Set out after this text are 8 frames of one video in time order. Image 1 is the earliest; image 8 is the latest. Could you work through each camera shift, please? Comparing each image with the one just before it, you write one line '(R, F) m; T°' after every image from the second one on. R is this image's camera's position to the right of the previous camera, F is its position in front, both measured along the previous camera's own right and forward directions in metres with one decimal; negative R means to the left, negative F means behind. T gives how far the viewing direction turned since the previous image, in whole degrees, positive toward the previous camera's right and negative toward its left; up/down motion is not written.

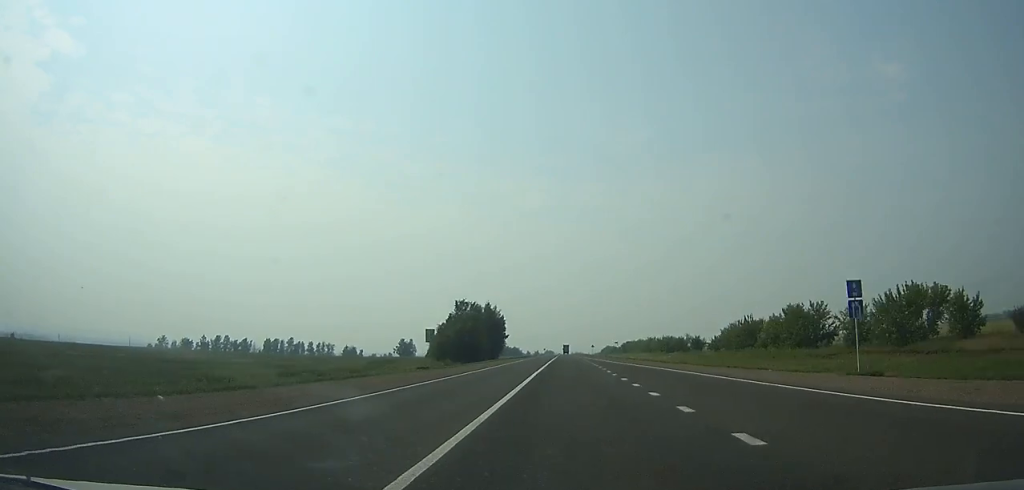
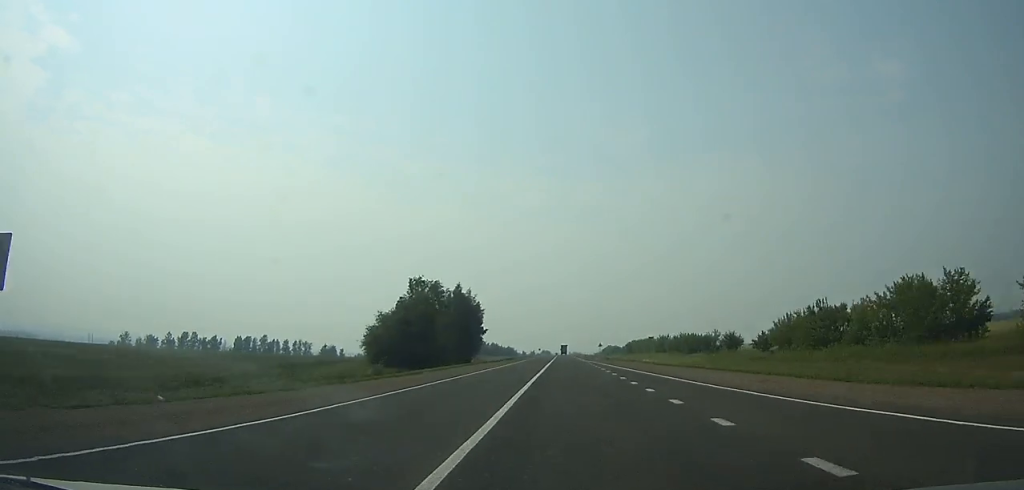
(0.0, +37.9) m; 0°
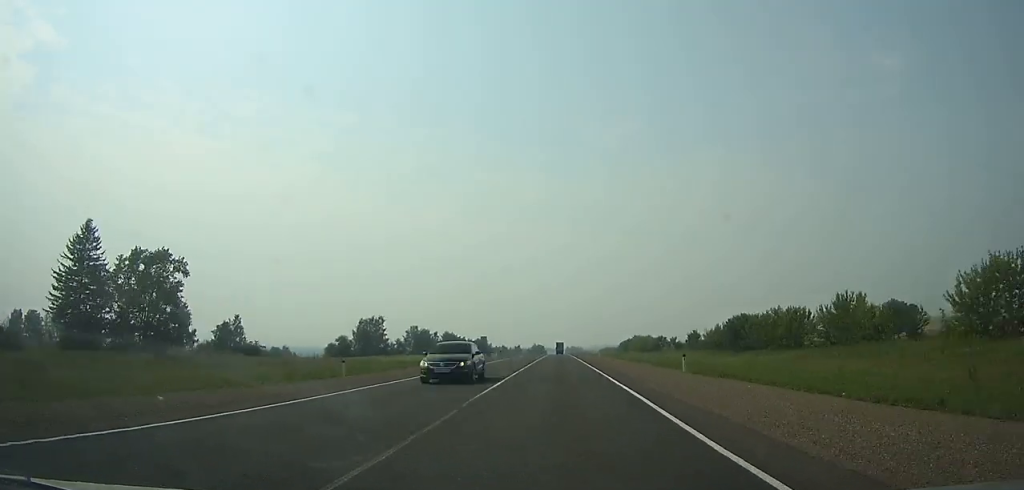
(+0.9, +185.8) m; 0°
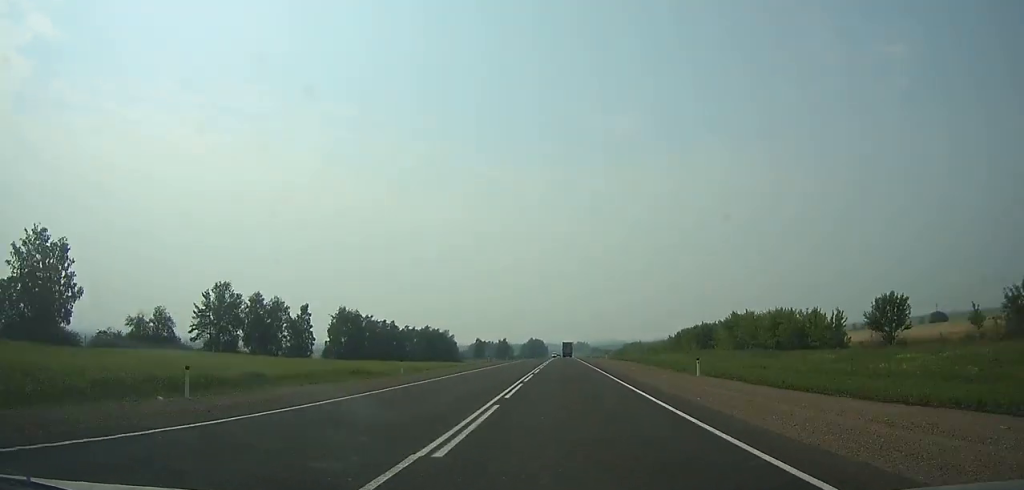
(-0.3, +148.7) m; 0°
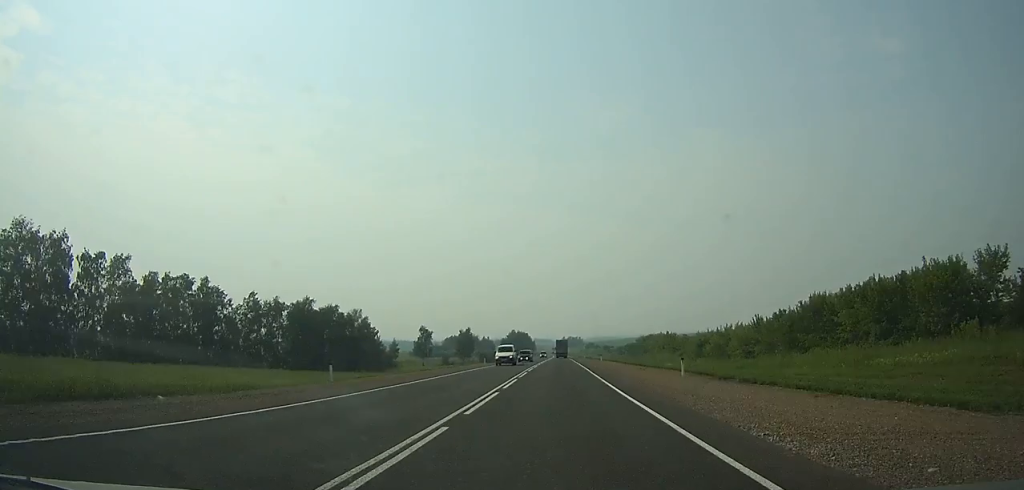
(+0.3, +95.7) m; 0°
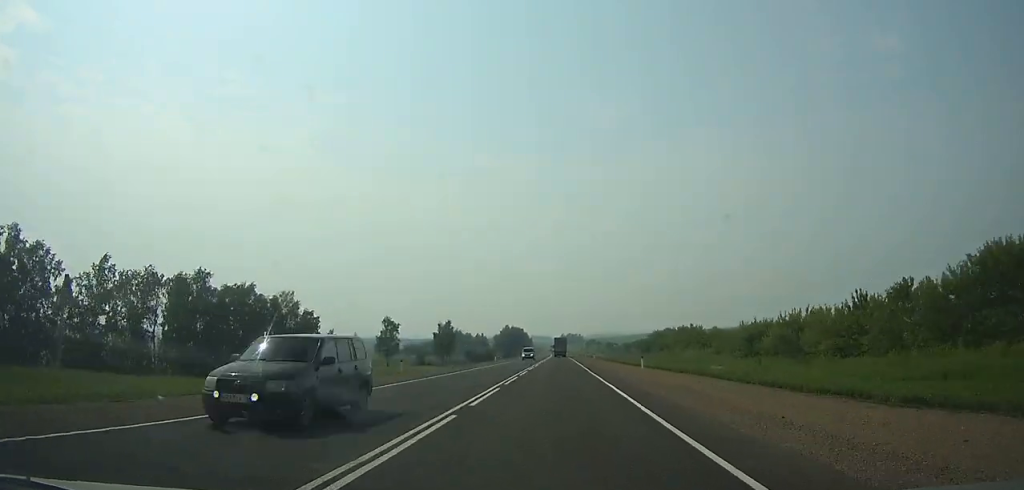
(+0.1, +38.5) m; 0°
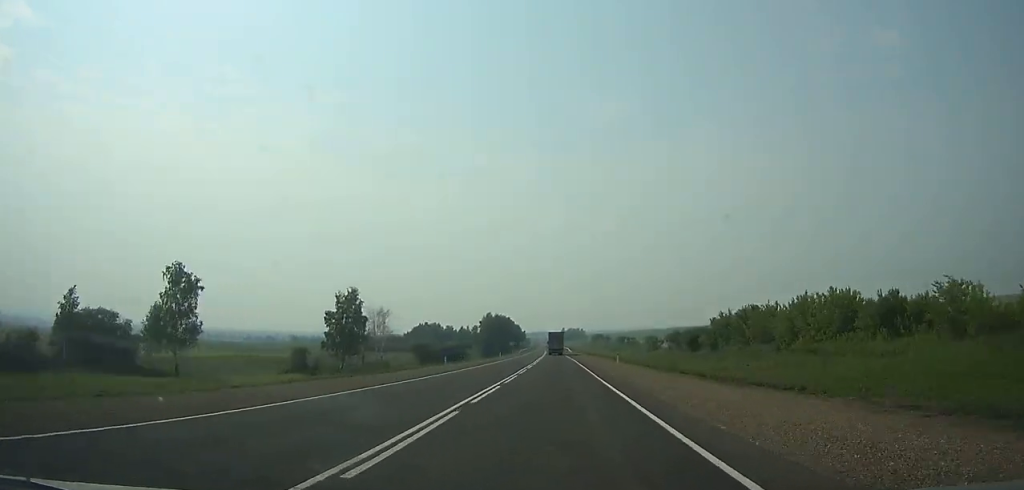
(+0.2, +88.6) m; 0°
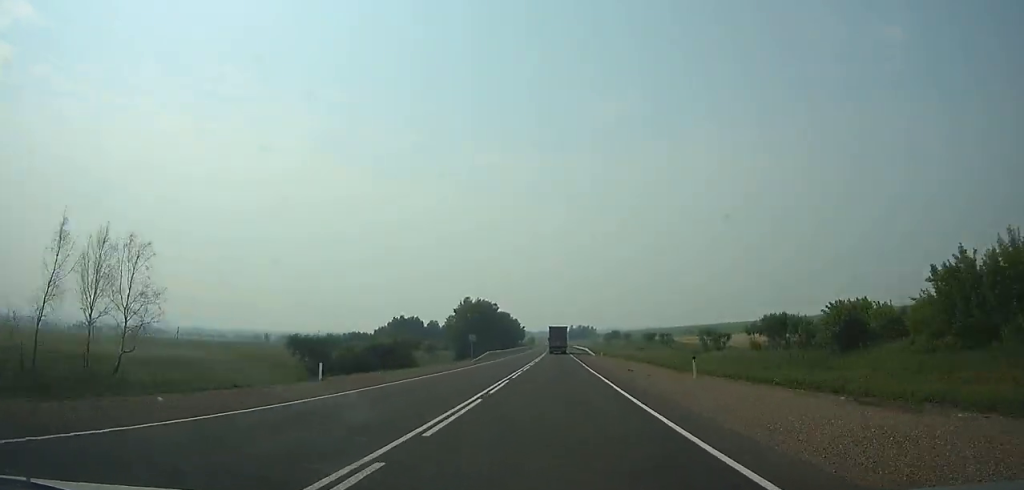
(-0.4, +77.3) m; 0°
